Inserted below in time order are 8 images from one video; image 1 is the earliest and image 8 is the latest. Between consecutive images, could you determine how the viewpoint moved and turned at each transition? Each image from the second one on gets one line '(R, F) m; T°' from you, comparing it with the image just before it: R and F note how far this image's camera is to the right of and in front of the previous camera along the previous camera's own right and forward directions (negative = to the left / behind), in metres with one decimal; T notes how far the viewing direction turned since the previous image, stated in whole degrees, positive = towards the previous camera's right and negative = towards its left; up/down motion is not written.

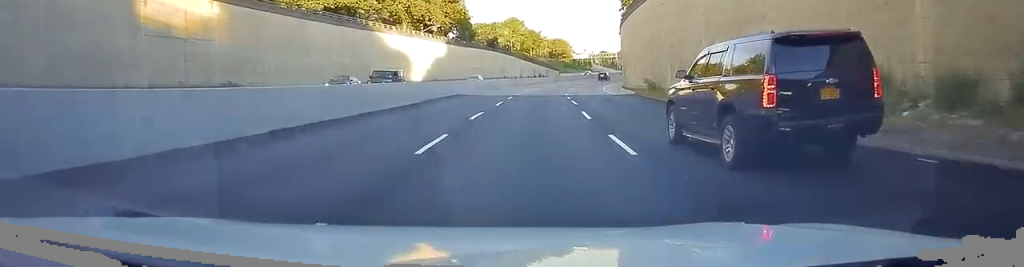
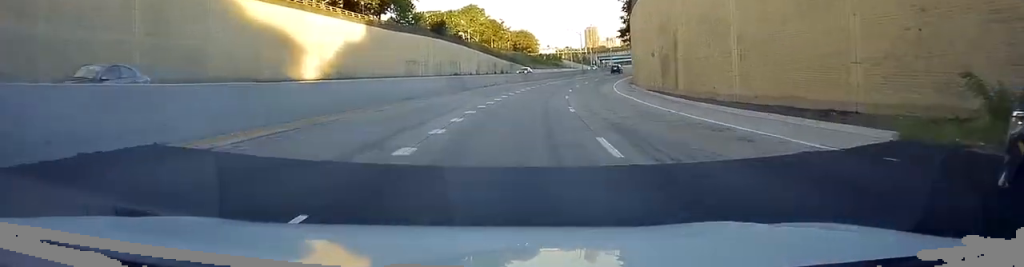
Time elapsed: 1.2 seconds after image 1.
(+0.7, +34.5) m; +4°
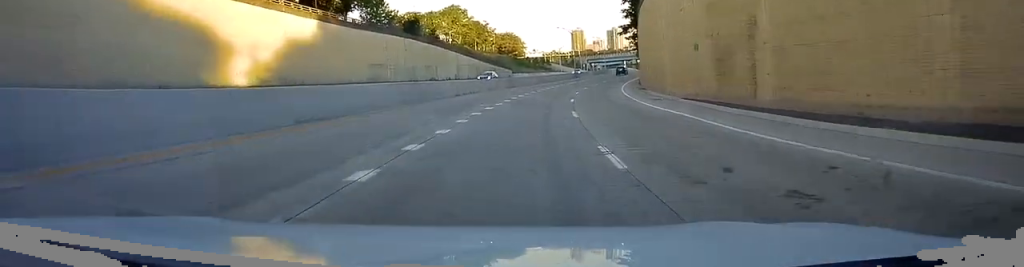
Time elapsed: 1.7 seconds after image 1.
(+0.2, +13.2) m; +2°
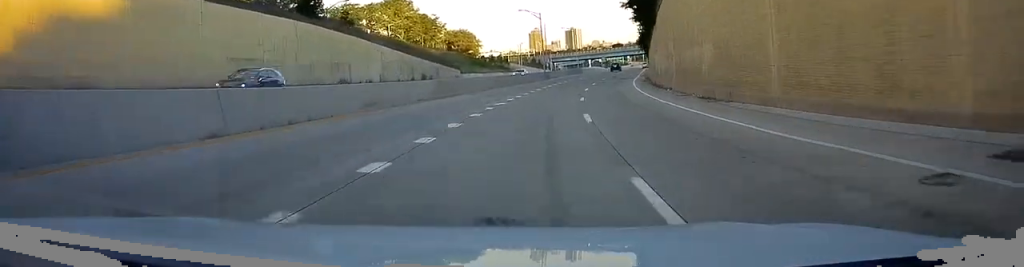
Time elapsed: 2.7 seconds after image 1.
(+1.5, +28.4) m; +5°
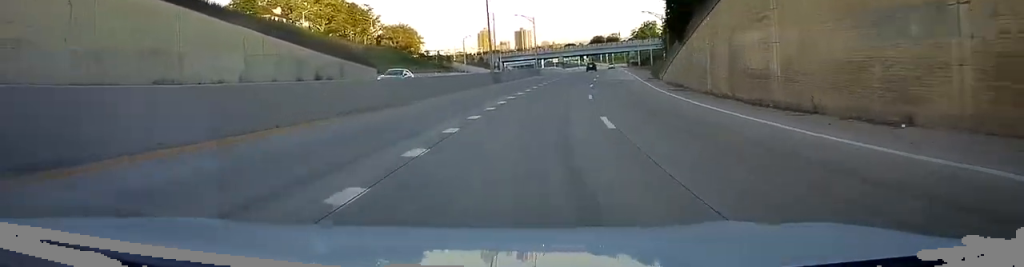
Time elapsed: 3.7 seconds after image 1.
(+0.9, +27.9) m; +4°
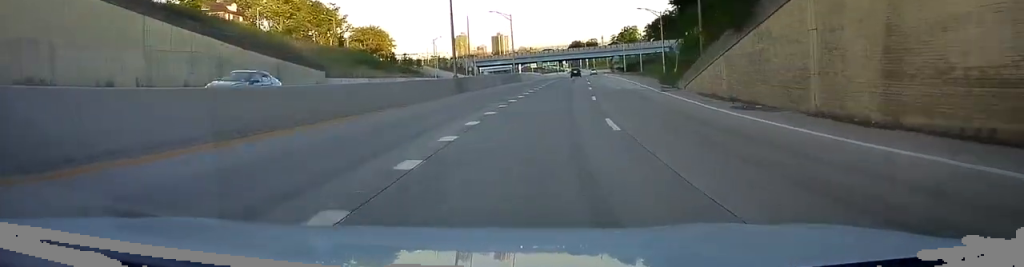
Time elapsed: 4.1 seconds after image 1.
(+0.4, +12.0) m; +1°
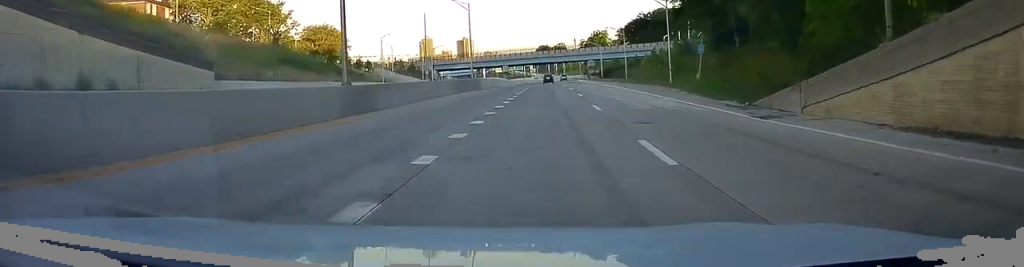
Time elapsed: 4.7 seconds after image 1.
(+0.3, +17.7) m; +1°
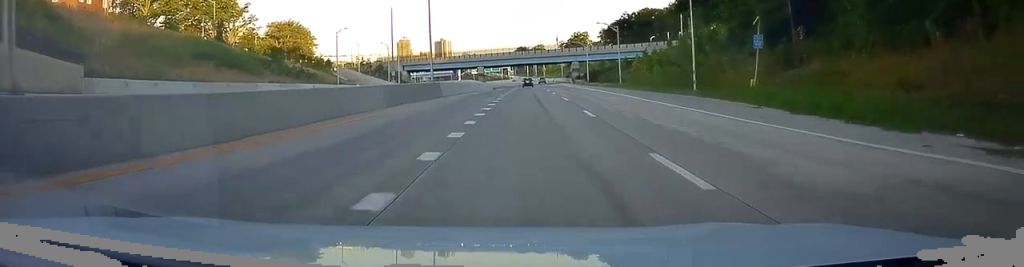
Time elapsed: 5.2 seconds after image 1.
(0.0, +13.8) m; 0°
